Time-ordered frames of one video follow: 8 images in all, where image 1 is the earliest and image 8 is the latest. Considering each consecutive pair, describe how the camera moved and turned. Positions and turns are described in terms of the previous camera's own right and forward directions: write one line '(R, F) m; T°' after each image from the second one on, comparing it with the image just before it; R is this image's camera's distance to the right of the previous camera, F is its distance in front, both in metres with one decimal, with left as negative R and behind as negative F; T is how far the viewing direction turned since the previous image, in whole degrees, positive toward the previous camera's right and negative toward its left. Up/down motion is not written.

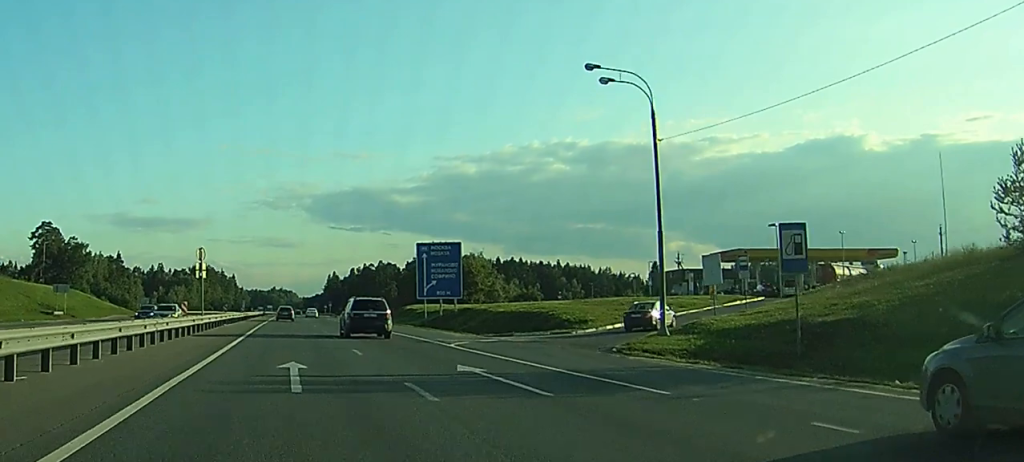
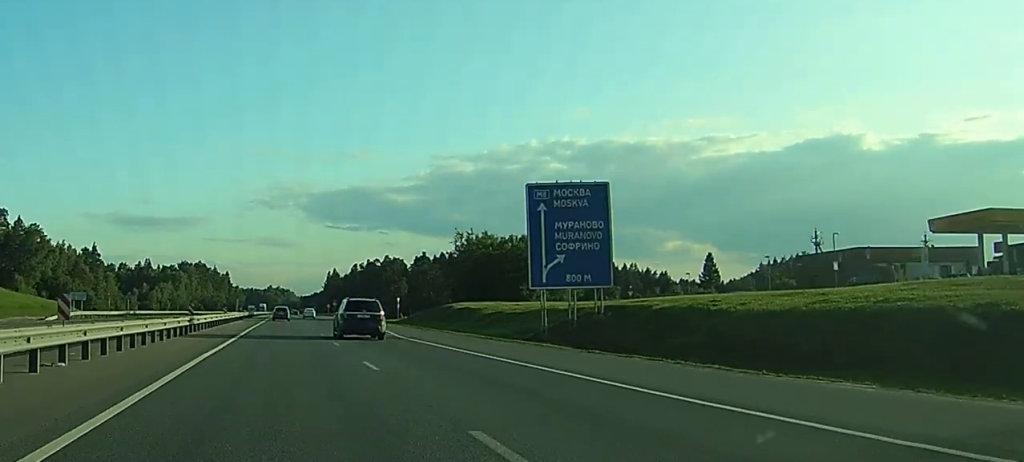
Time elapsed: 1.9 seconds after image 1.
(0.0, +41.4) m; 0°
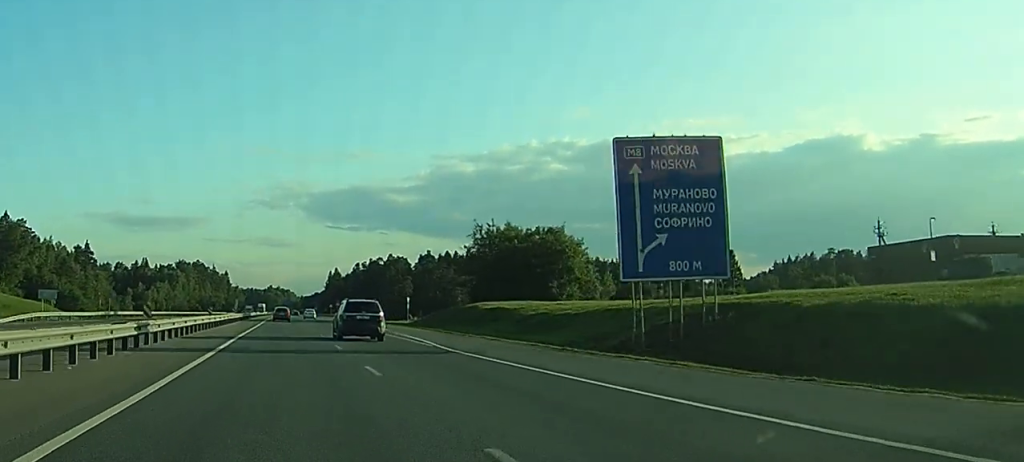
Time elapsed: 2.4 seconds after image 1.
(0.0, +12.7) m; 0°
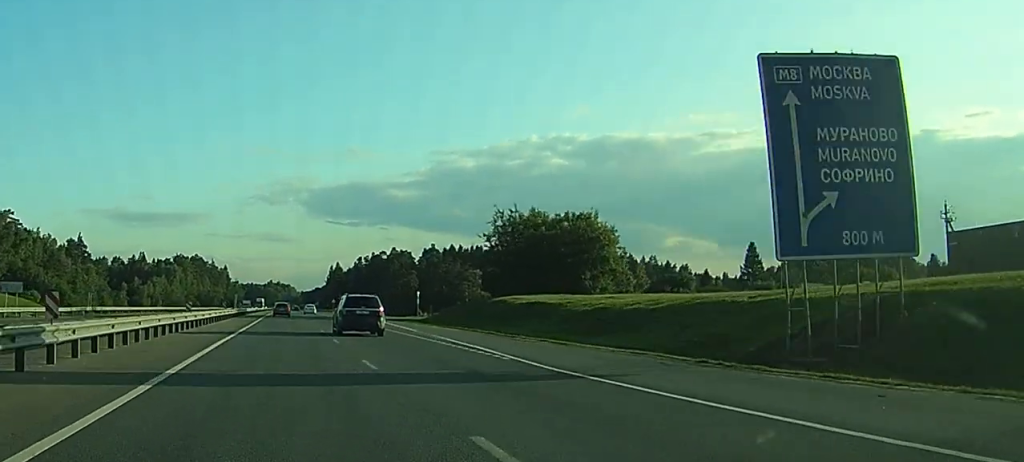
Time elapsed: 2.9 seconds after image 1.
(-0.1, +11.3) m; 0°
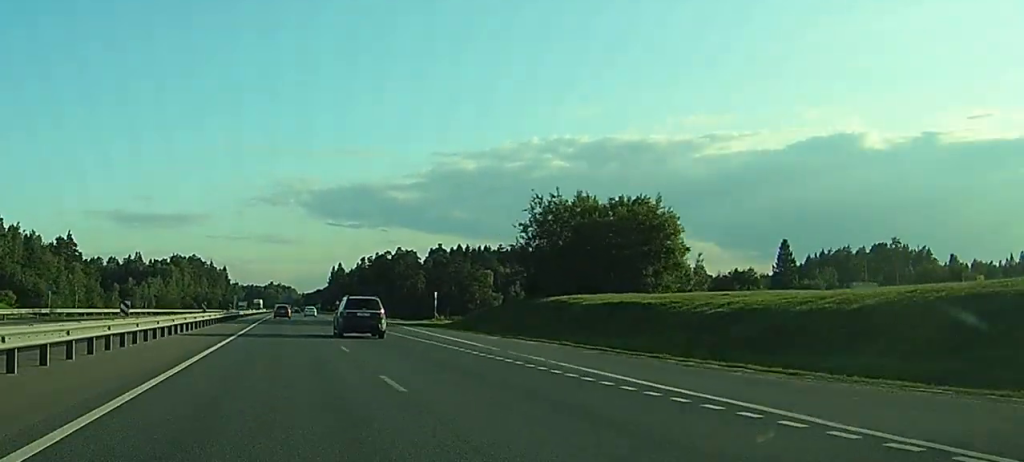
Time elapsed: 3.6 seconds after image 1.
(0.0, +15.7) m; 0°
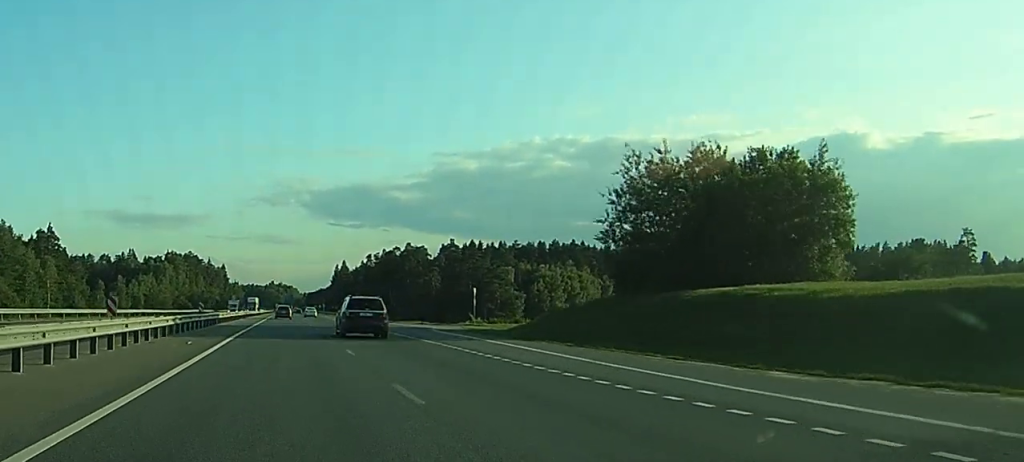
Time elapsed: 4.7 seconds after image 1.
(0.0, +24.8) m; 0°
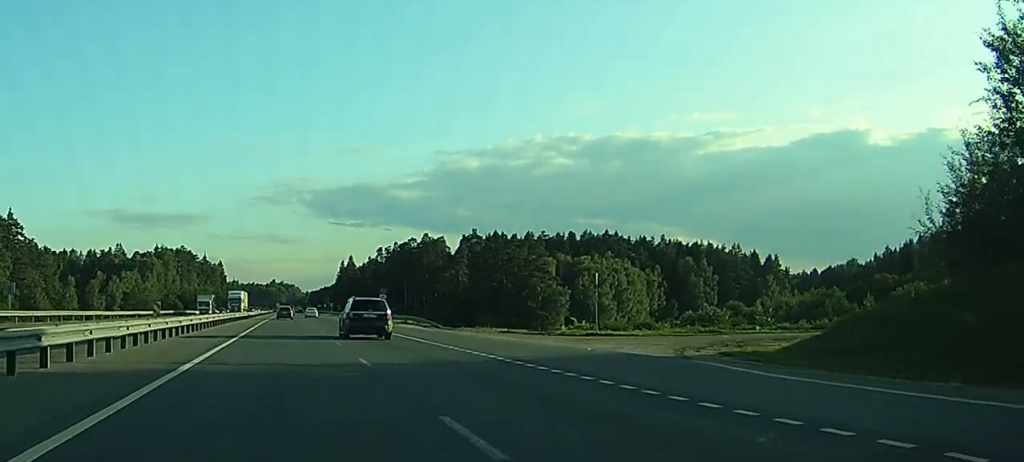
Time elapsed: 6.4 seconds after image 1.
(-0.3, +38.6) m; 0°
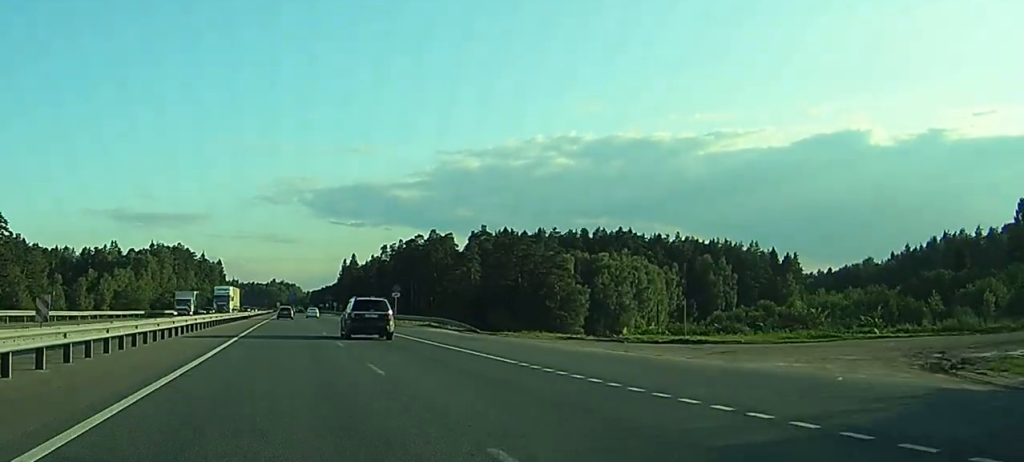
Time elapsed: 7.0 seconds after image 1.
(+0.2, +13.7) m; 0°
